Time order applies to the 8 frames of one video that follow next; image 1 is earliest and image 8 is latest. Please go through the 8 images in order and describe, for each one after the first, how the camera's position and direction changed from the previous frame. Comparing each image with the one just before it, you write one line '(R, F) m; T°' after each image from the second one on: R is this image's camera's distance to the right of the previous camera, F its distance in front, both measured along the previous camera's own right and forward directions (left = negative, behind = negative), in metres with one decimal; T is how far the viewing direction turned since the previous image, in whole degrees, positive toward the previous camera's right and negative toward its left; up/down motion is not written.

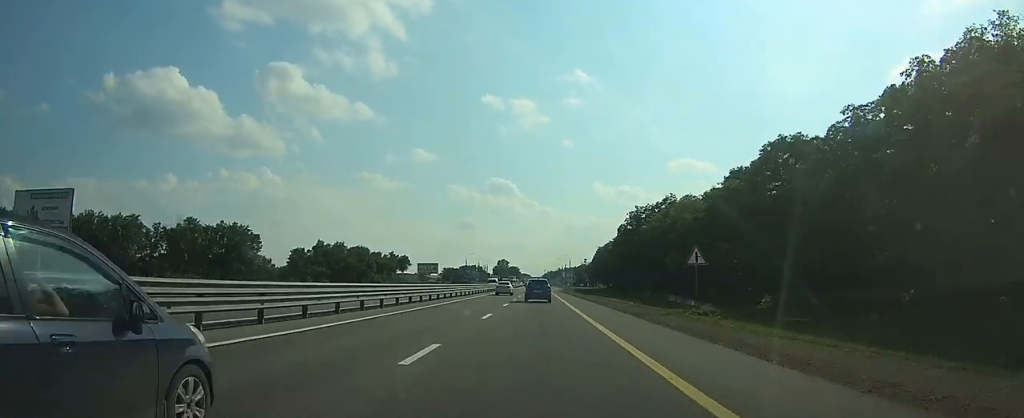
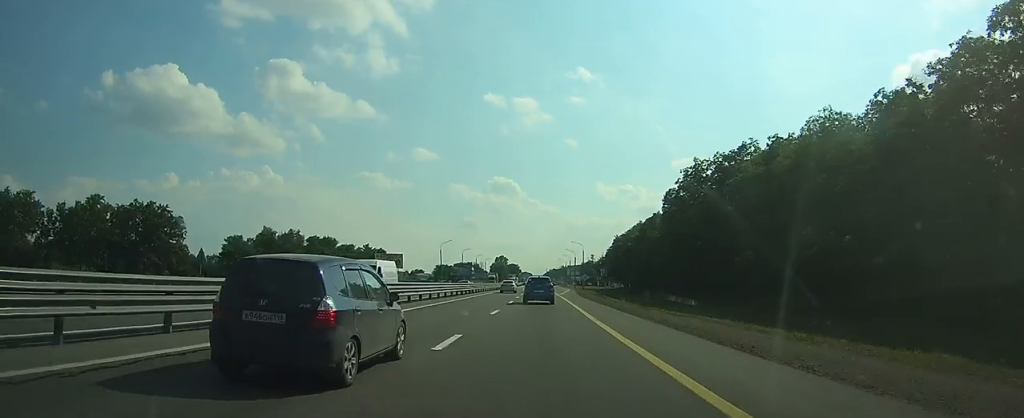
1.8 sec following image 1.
(0.0, +47.1) m; 0°
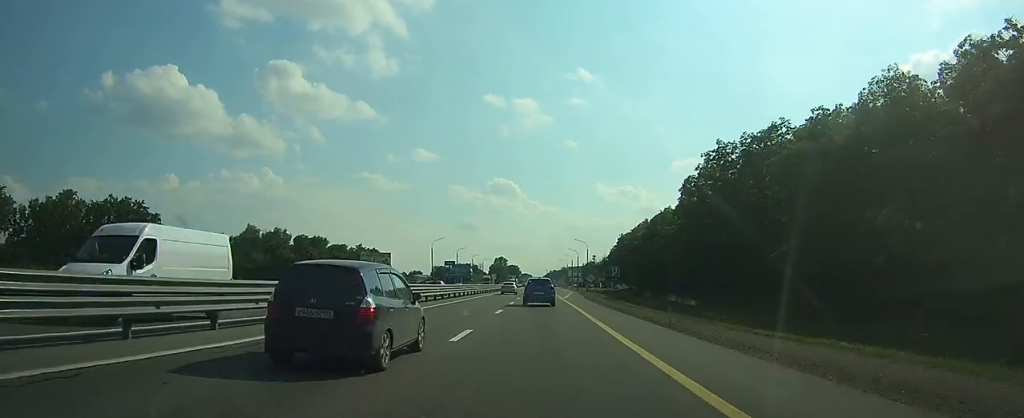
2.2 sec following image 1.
(0.0, +10.5) m; 0°
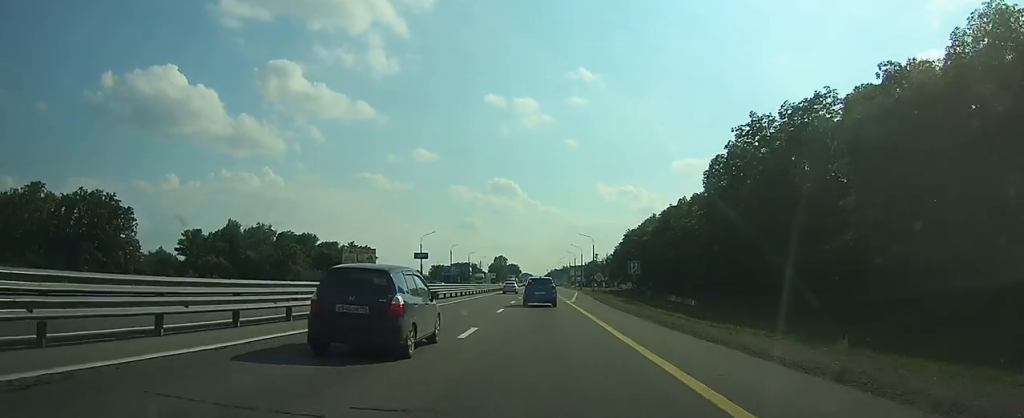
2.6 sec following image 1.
(0.0, +11.4) m; 0°
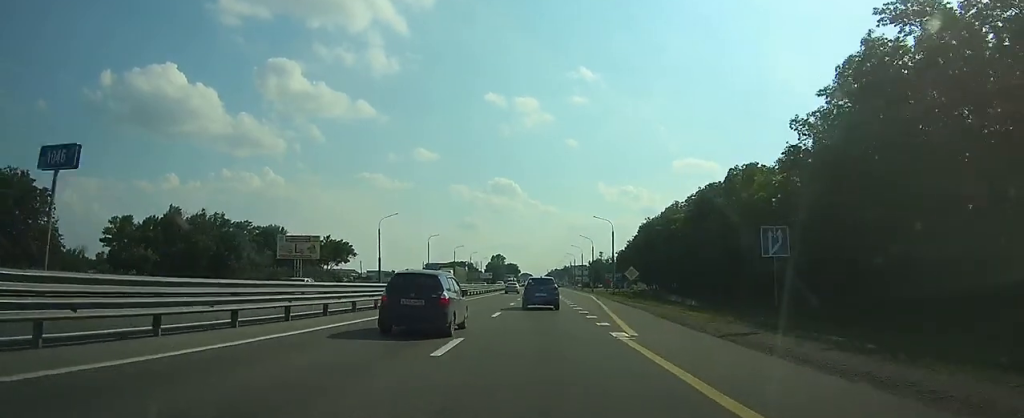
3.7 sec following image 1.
(0.0, +27.8) m; 0°
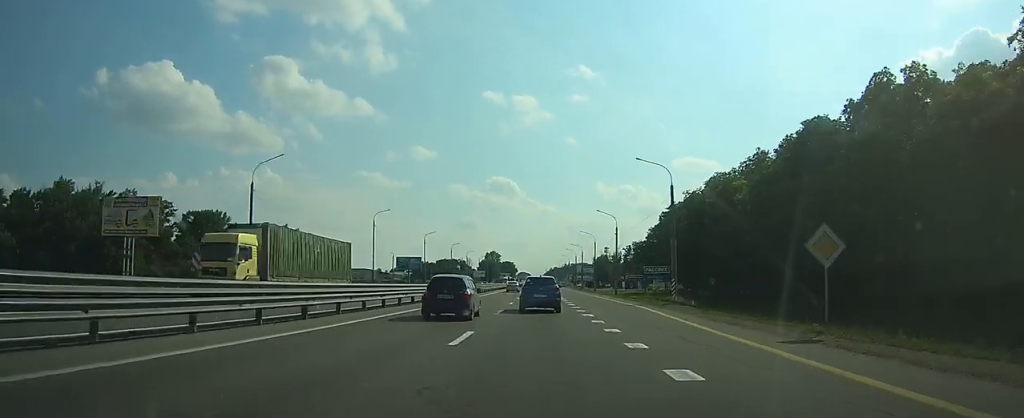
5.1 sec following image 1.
(+0.1, +35.8) m; 0°
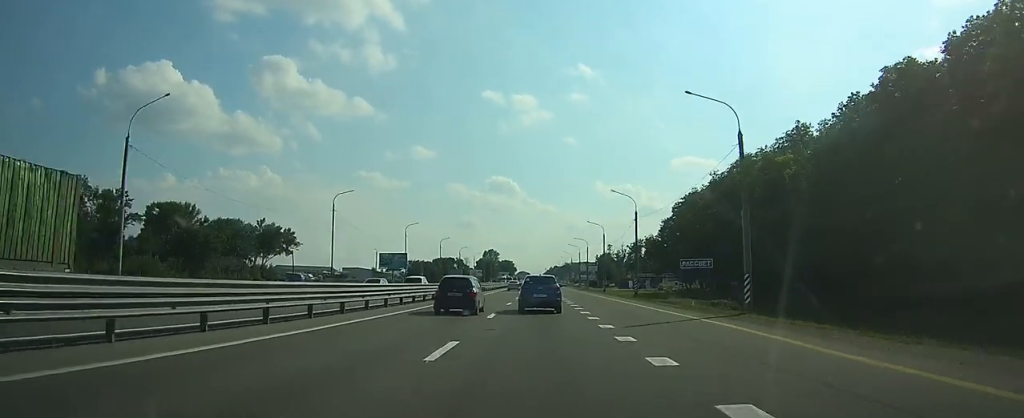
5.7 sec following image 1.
(0.0, +15.1) m; 0°
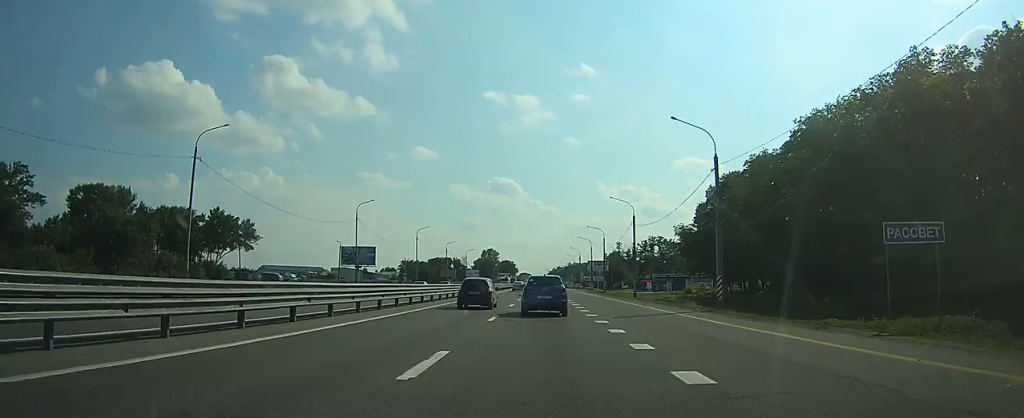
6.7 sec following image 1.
(0.0, +26.3) m; 0°
